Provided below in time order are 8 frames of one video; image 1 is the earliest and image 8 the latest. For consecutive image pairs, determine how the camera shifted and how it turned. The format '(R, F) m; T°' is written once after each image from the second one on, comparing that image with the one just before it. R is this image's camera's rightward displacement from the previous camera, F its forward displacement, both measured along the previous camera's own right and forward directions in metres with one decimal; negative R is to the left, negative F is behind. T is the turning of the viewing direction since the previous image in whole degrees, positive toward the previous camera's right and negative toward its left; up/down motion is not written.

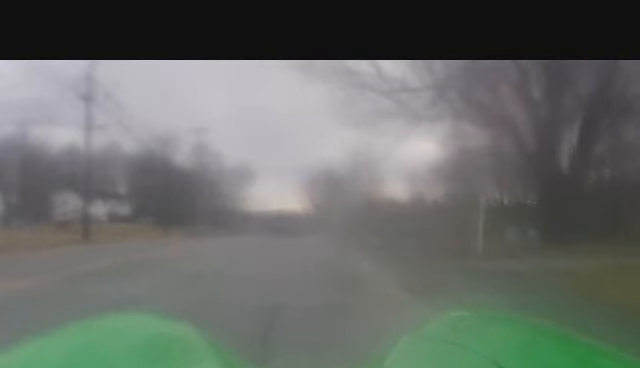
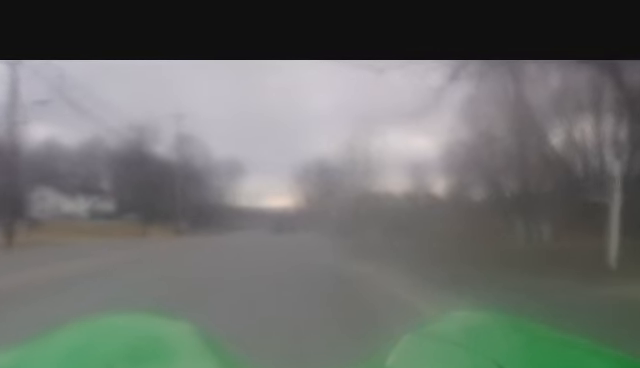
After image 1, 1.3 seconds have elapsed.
(+0.8, +9.8) m; +4°
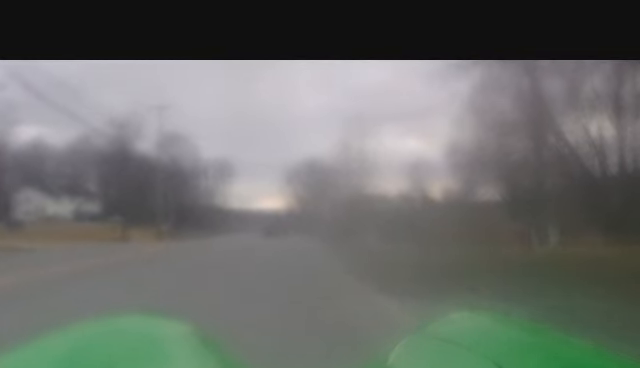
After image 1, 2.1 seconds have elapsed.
(-0.2, +6.0) m; +1°
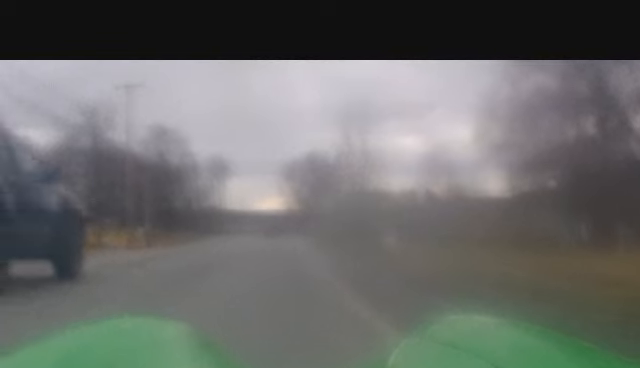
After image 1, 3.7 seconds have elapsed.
(+0.5, +11.7) m; 0°
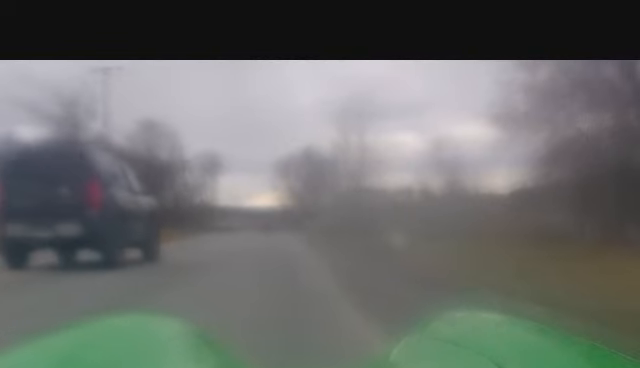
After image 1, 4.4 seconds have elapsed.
(-0.1, +5.2) m; -1°
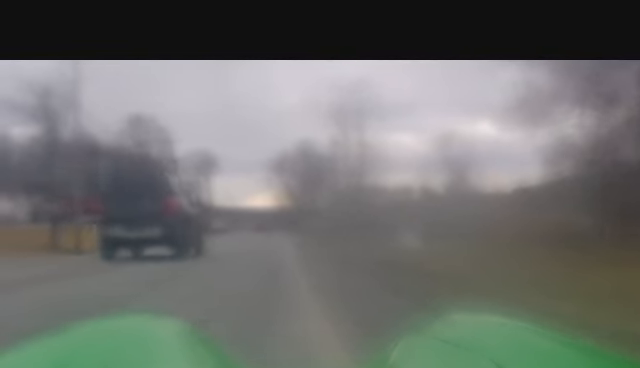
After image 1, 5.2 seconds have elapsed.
(-0.2, +6.0) m; +1°
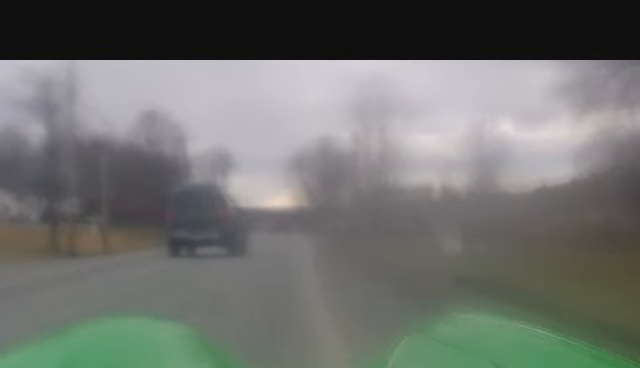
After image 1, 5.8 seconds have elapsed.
(+0.3, +4.8) m; 0°
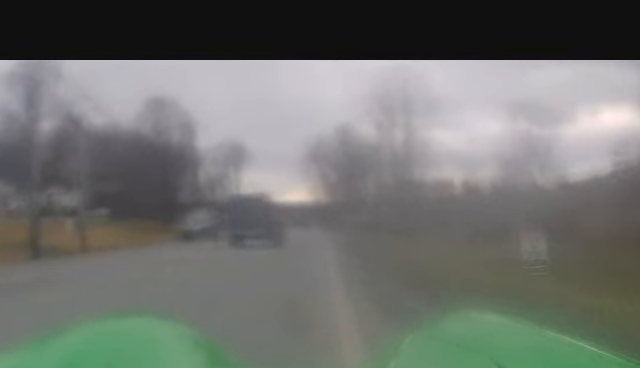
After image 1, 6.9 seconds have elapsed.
(-0.3, +8.1) m; -1°
